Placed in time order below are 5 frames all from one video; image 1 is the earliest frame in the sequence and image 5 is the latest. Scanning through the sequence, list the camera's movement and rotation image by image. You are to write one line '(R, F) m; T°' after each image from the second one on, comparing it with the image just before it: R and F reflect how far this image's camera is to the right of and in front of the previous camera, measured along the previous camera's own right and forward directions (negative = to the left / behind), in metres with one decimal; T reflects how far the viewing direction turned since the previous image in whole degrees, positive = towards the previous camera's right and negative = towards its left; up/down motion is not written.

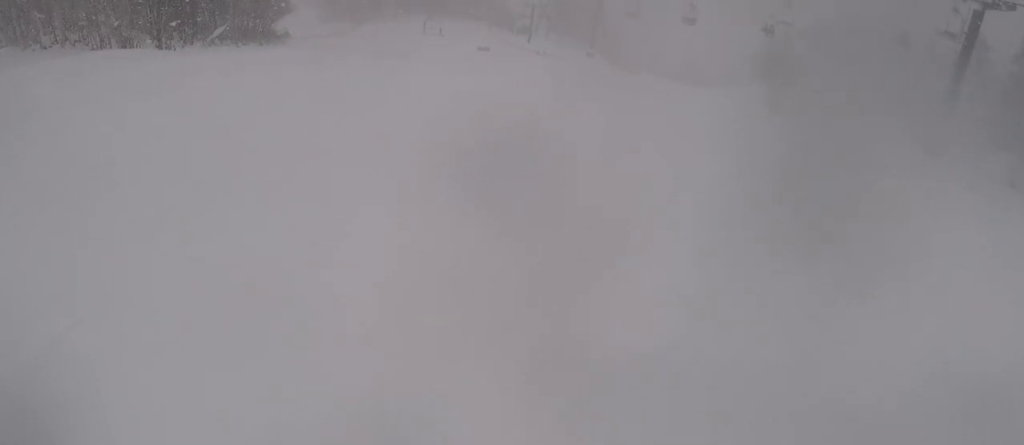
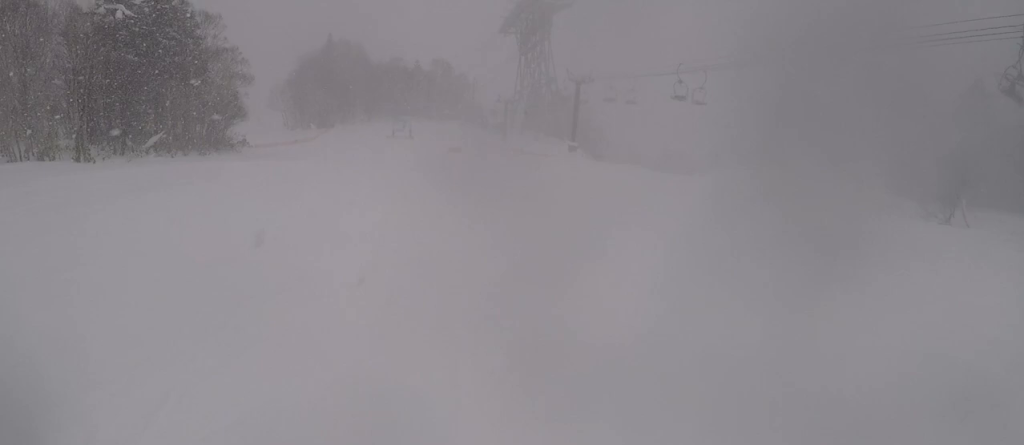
(-1.3, +9.6) m; +3°
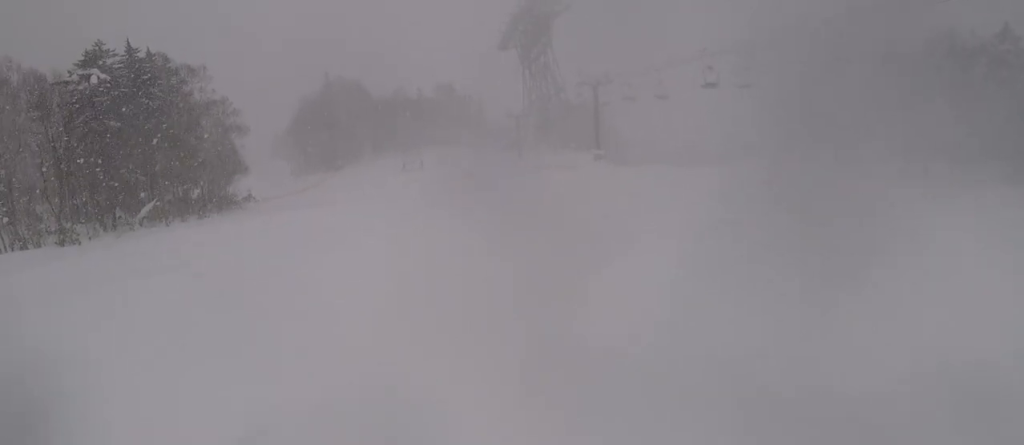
(+0.4, +5.1) m; +4°
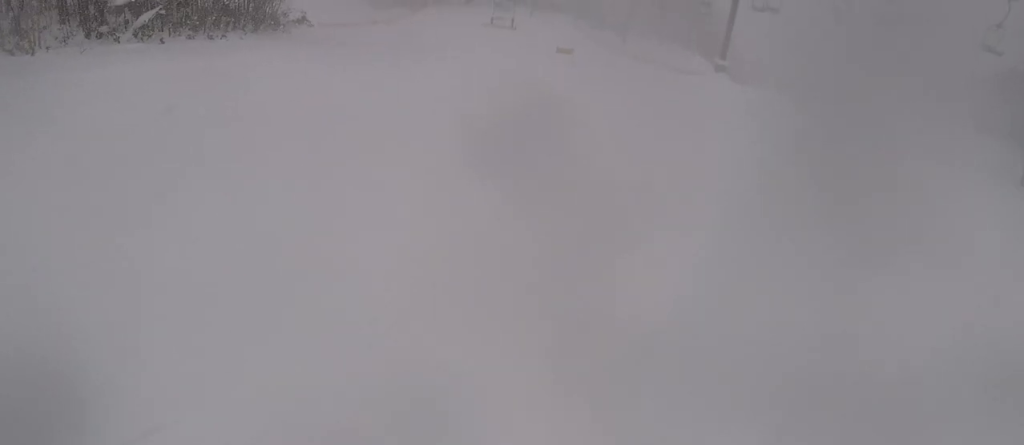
(+0.4, +11.0) m; -6°
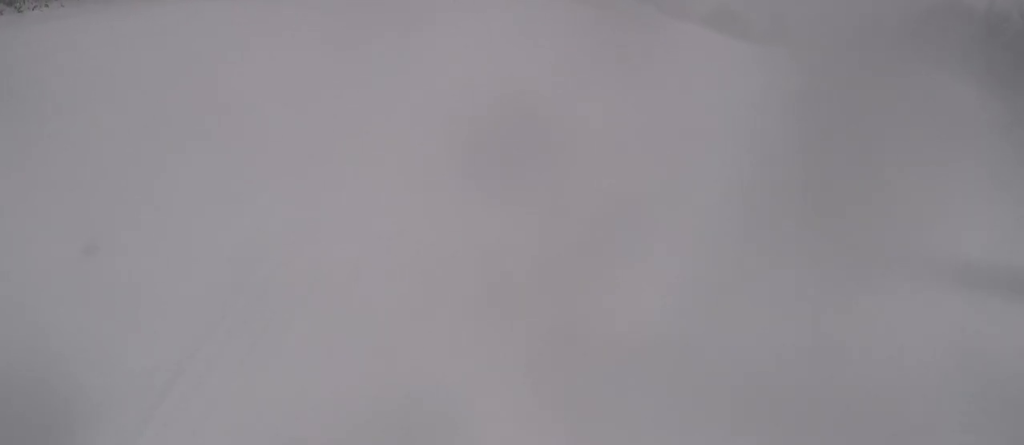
(-0.3, +7.4) m; -5°
